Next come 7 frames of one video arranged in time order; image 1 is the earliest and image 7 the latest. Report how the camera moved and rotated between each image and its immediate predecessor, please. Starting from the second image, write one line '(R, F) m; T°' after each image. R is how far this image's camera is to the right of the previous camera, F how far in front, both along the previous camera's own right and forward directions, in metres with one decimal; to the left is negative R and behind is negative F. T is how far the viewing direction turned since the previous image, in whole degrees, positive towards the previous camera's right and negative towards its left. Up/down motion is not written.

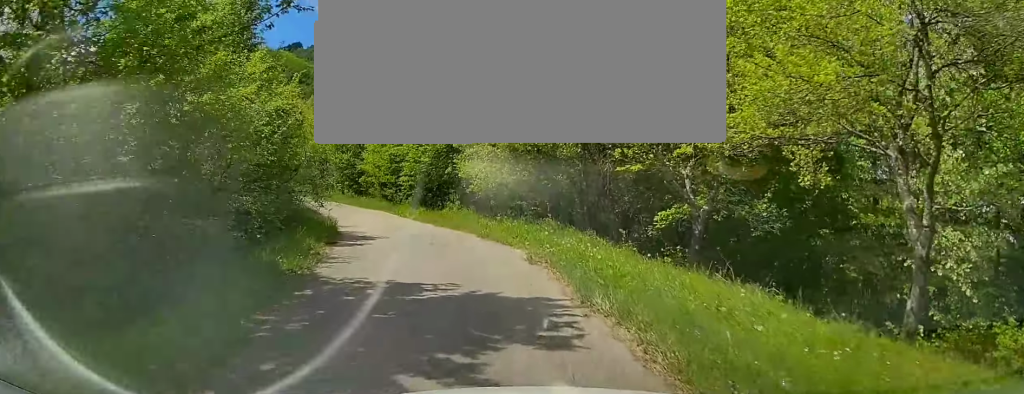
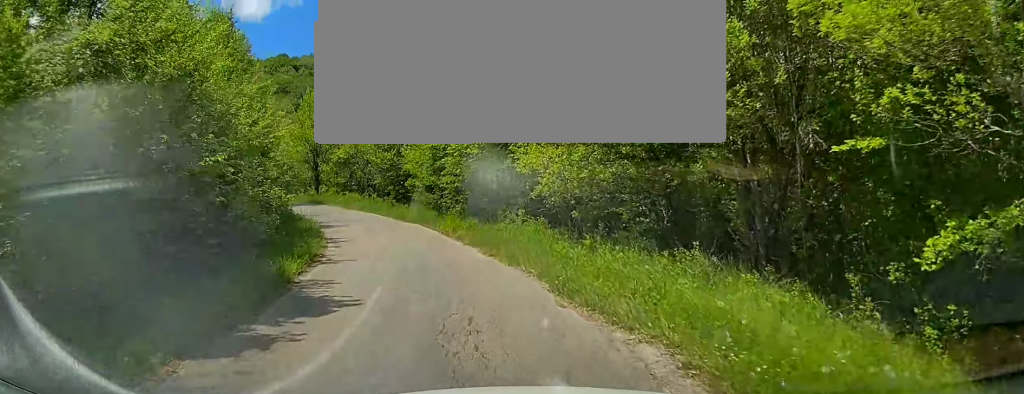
(-0.4, +7.6) m; -6°
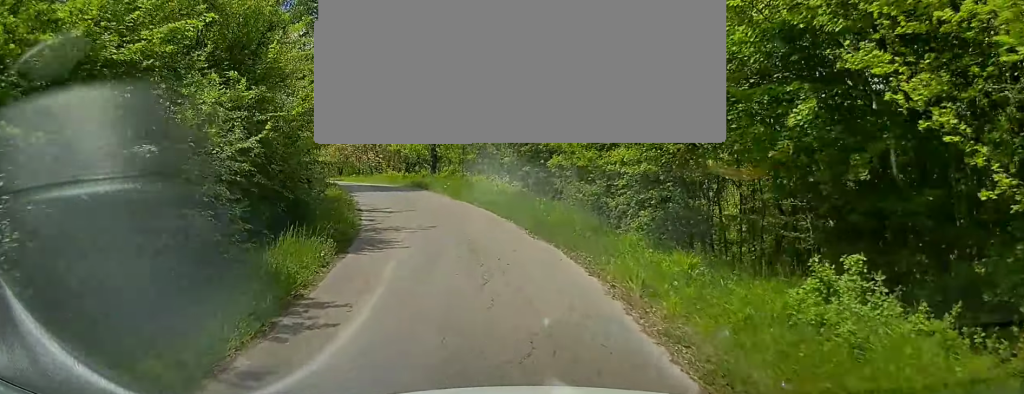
(-0.8, +10.9) m; -10°
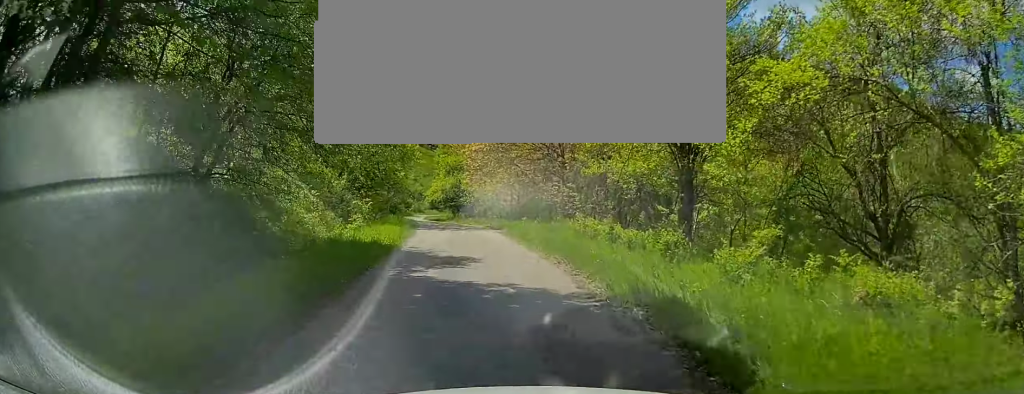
(-3.9, +19.8) m; -20°
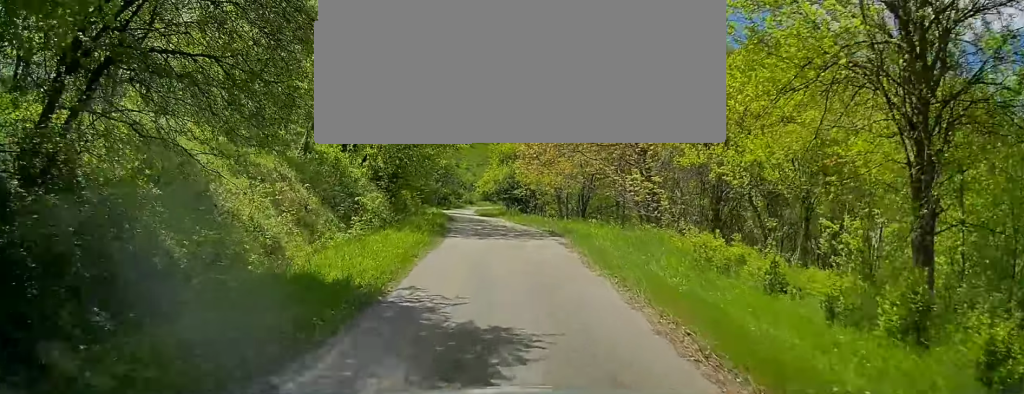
(-0.3, +6.4) m; -4°
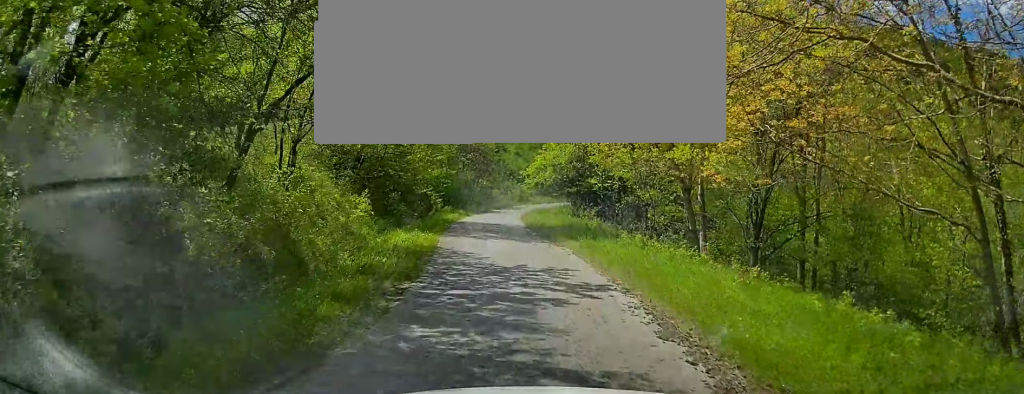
(-1.2, +21.2) m; -8°
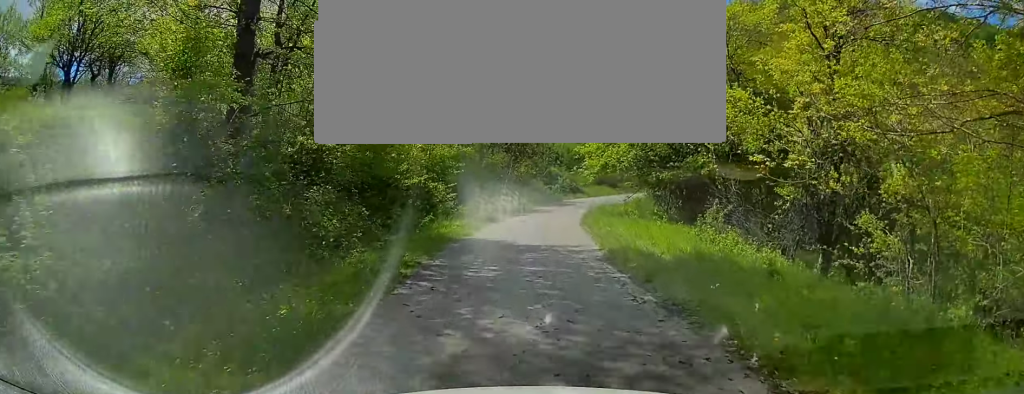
(-0.6, +14.4) m; -1°
